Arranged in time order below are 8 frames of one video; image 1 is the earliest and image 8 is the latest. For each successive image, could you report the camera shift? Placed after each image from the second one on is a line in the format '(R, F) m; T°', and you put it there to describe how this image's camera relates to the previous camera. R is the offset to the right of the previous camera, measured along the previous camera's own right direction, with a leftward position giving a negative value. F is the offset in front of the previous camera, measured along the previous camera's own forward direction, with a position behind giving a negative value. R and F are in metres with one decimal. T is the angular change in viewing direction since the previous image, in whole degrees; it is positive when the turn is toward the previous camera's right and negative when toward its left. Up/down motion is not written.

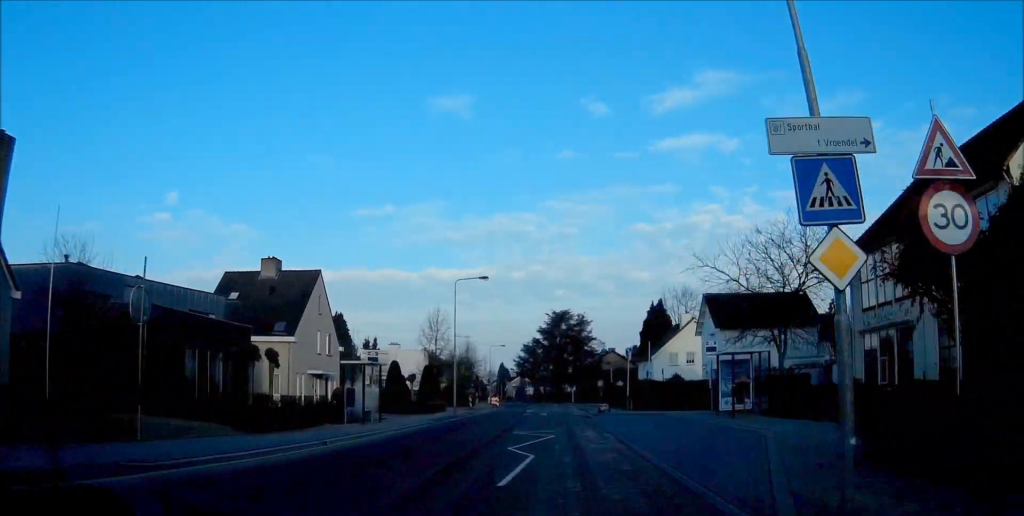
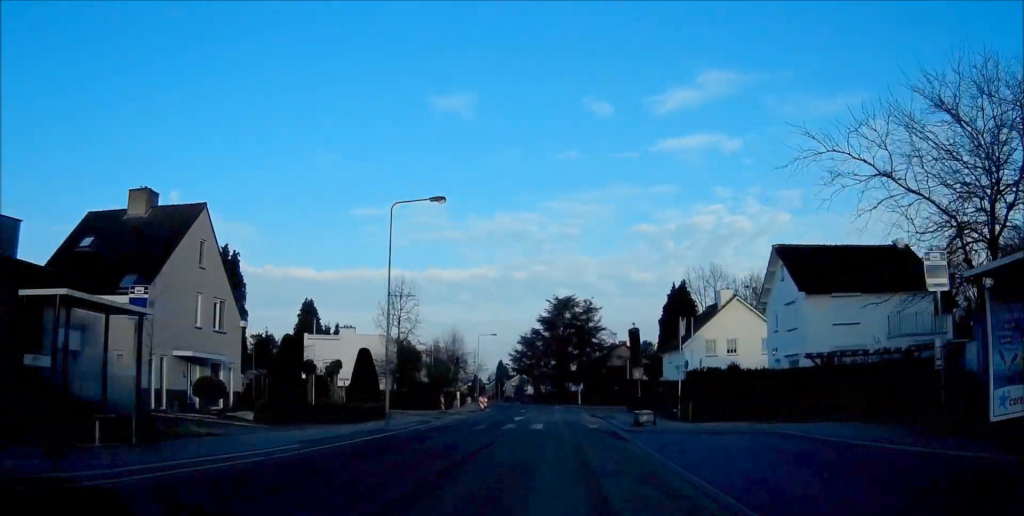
(-0.3, +18.7) m; 0°
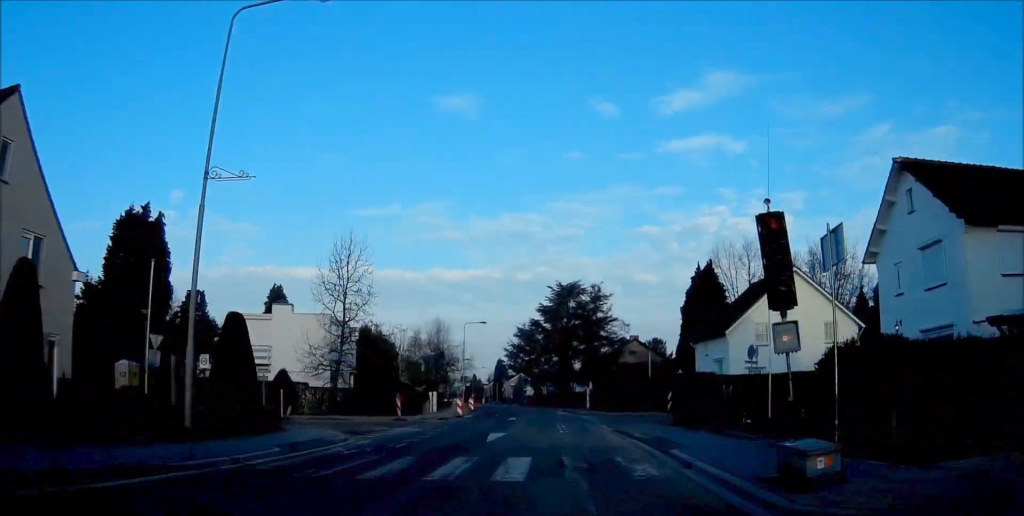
(-0.1, +15.7) m; 0°
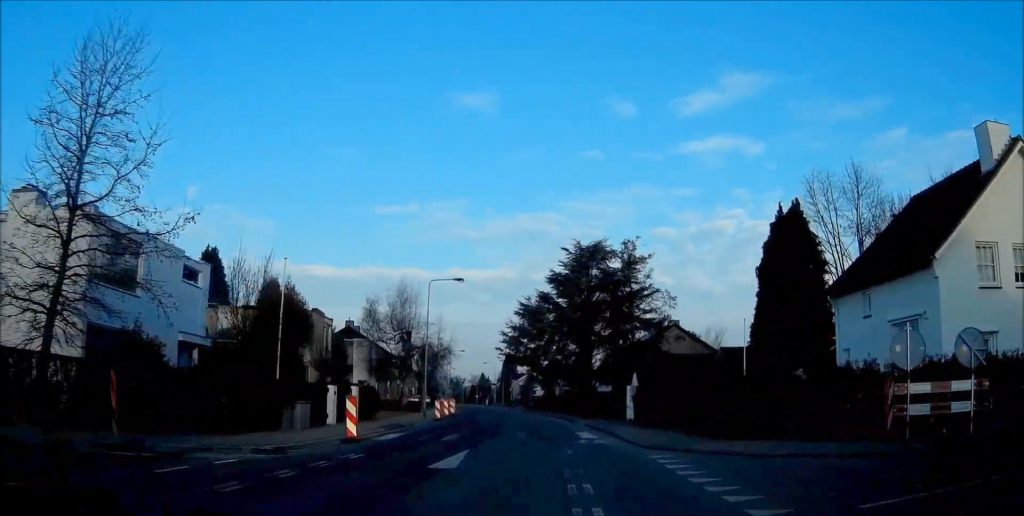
(0.0, +27.3) m; -1°
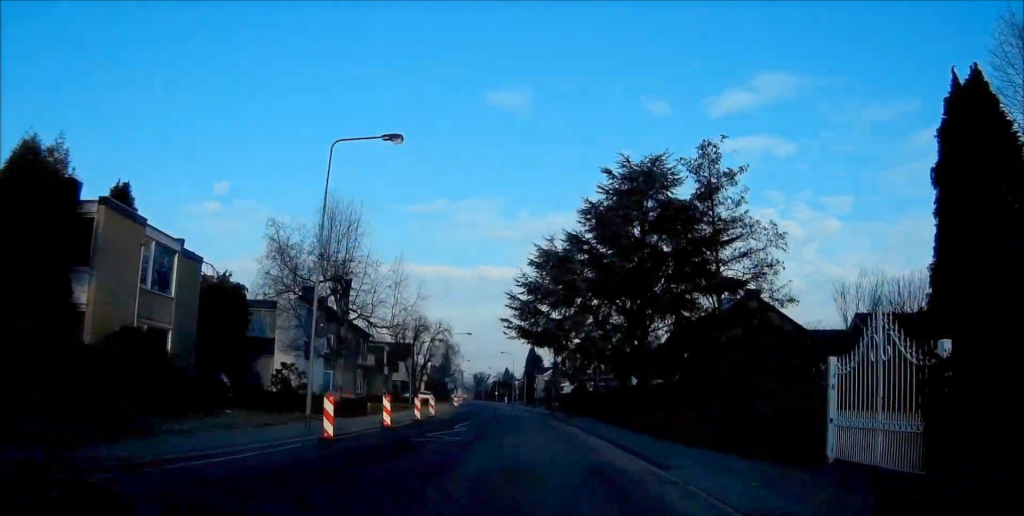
(-0.4, +25.4) m; -3°
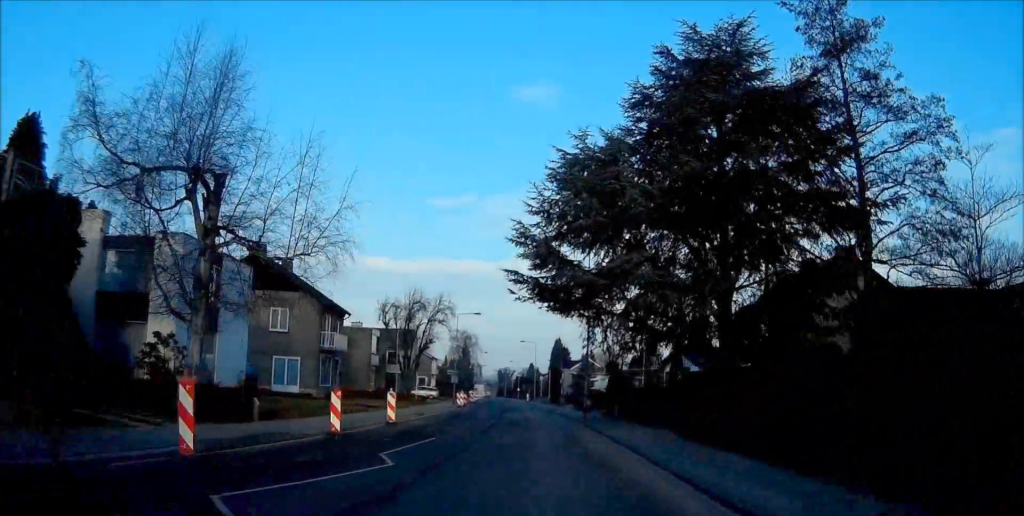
(-0.6, +16.8) m; -1°
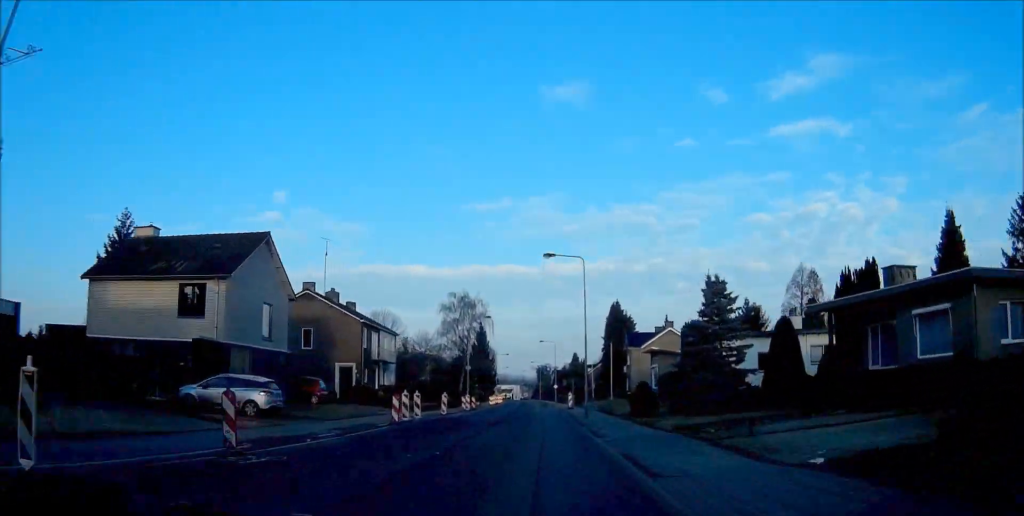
(-1.8, +58.8) m; -4°
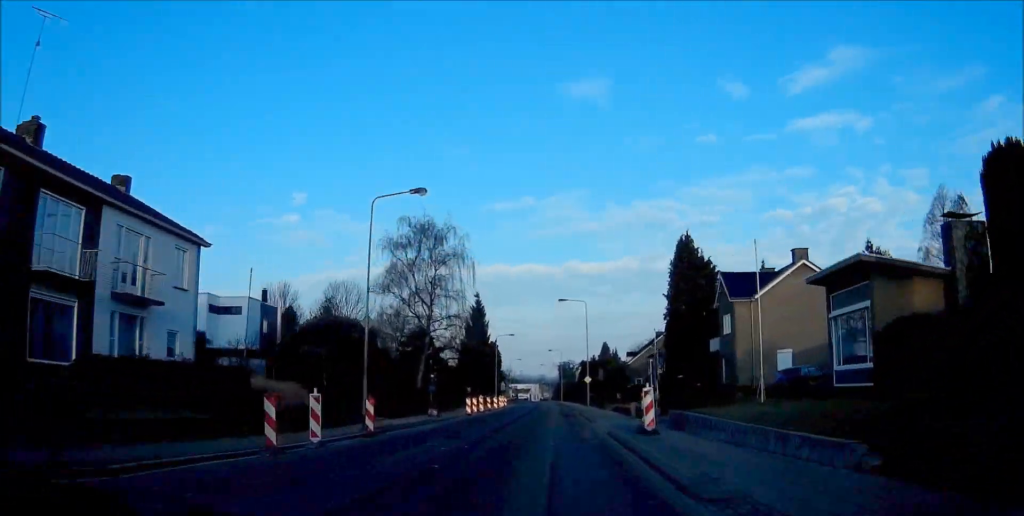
(-0.9, +40.5) m; -2°
